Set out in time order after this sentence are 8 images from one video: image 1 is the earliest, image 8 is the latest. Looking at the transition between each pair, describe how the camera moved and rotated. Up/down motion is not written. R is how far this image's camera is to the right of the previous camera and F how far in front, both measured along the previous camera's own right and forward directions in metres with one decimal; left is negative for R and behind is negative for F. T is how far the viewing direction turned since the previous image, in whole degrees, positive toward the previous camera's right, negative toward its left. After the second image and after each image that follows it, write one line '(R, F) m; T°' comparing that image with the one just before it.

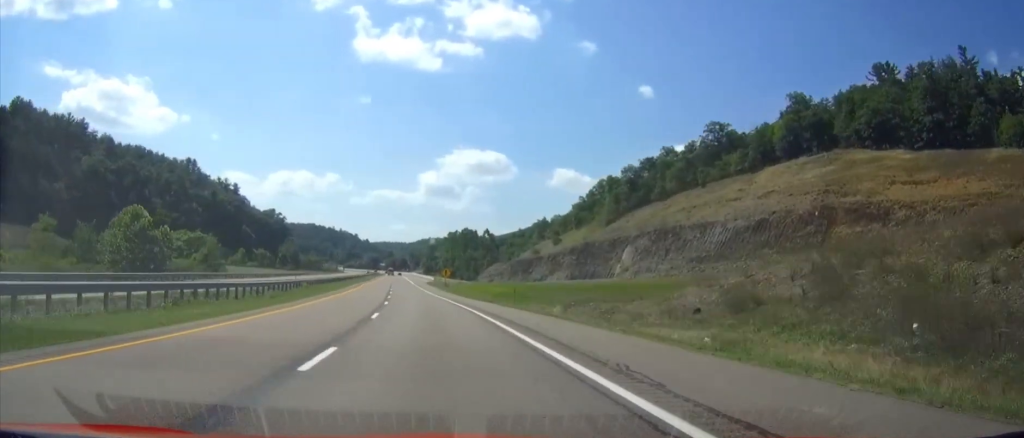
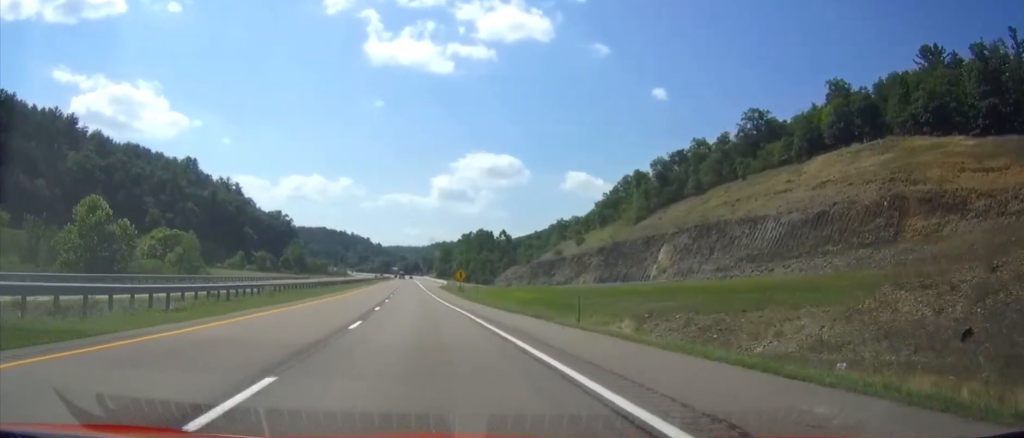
(-0.3, +16.5) m; -1°
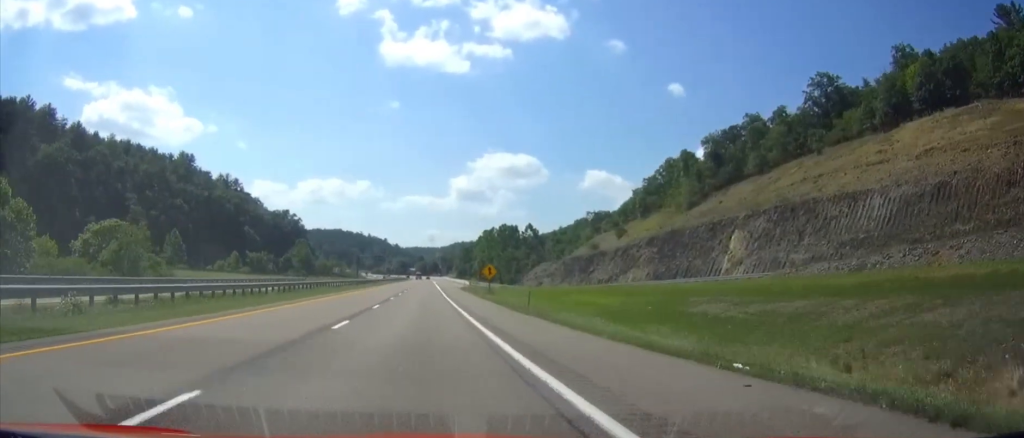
(-0.4, +25.9) m; -2°
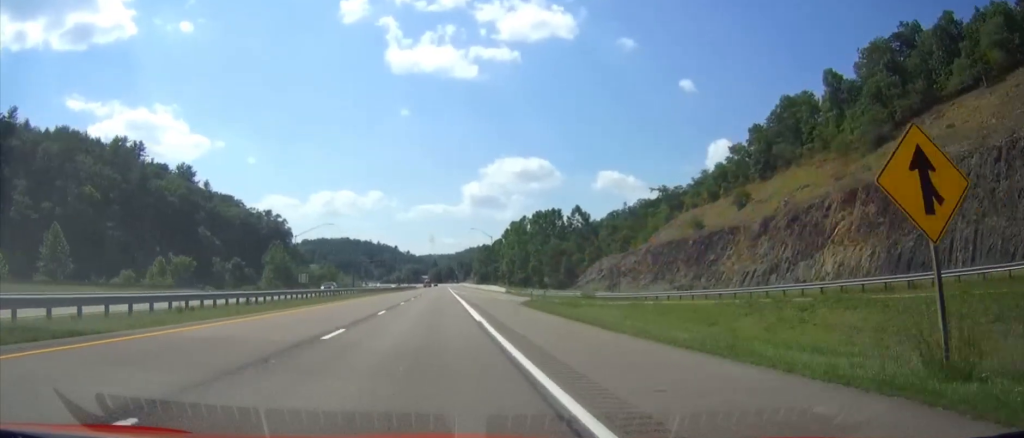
(-1.5, +66.2) m; -2°
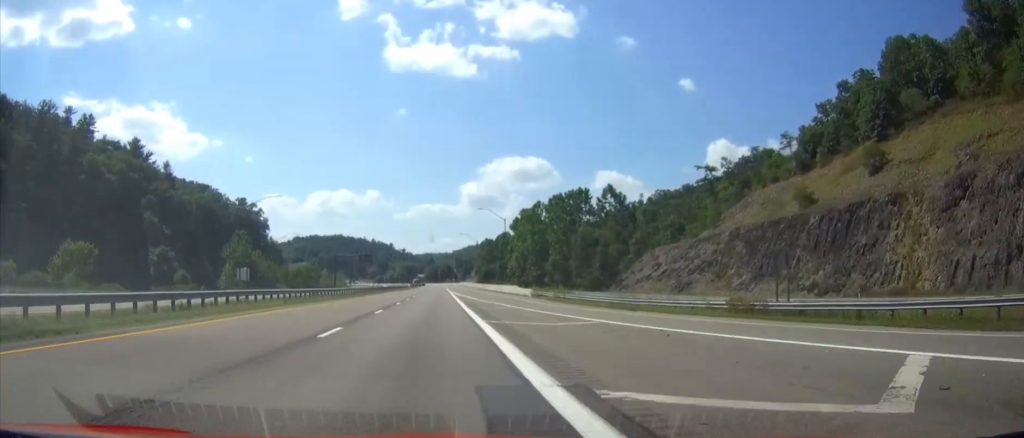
(+0.1, +39.0) m; 0°
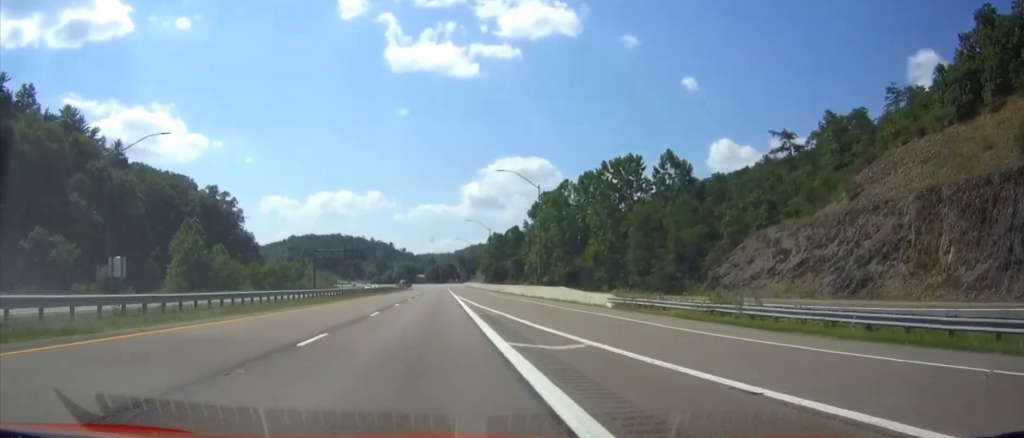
(0.0, +39.0) m; 0°
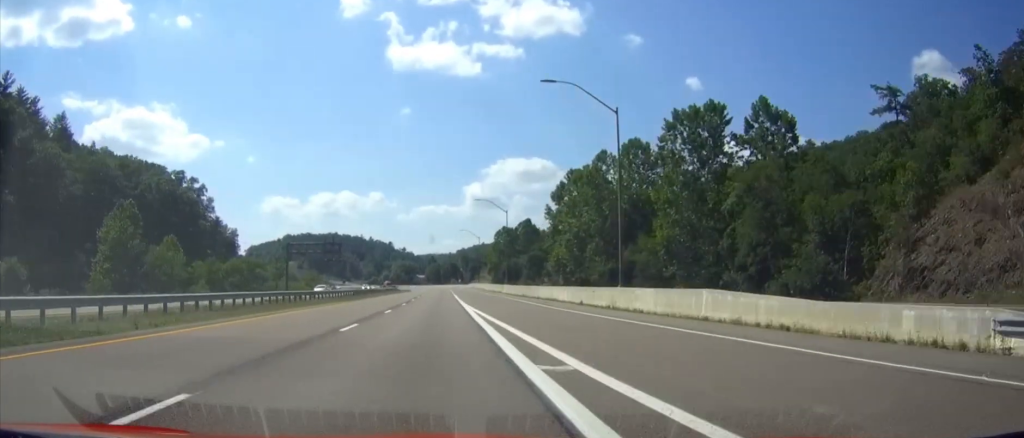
(-0.1, +34.3) m; 0°
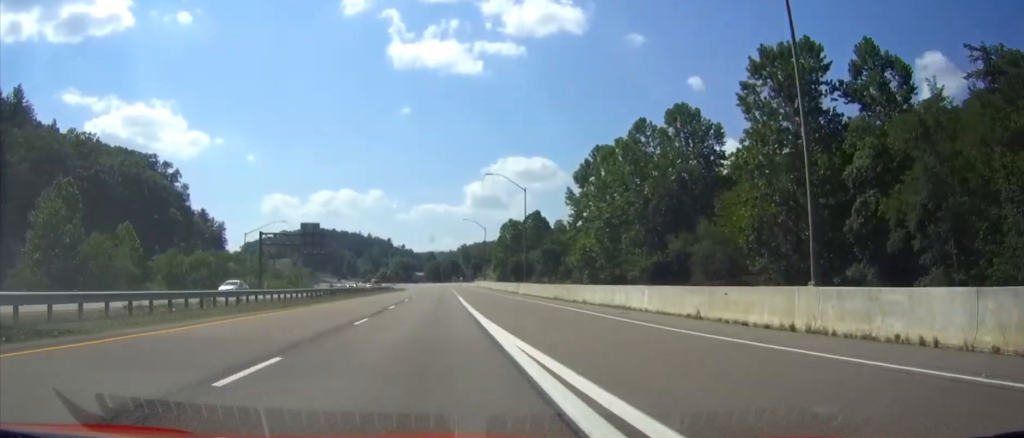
(+0.1, +22.4) m; 0°
